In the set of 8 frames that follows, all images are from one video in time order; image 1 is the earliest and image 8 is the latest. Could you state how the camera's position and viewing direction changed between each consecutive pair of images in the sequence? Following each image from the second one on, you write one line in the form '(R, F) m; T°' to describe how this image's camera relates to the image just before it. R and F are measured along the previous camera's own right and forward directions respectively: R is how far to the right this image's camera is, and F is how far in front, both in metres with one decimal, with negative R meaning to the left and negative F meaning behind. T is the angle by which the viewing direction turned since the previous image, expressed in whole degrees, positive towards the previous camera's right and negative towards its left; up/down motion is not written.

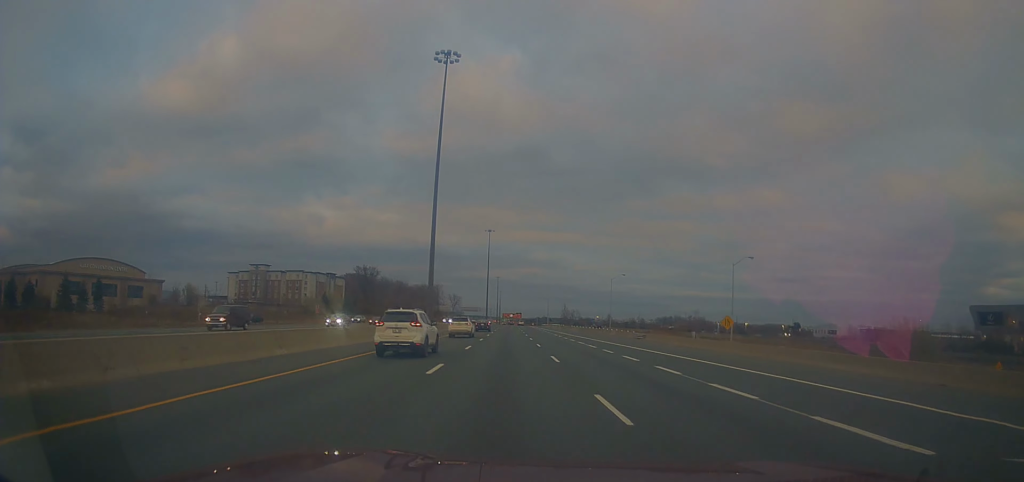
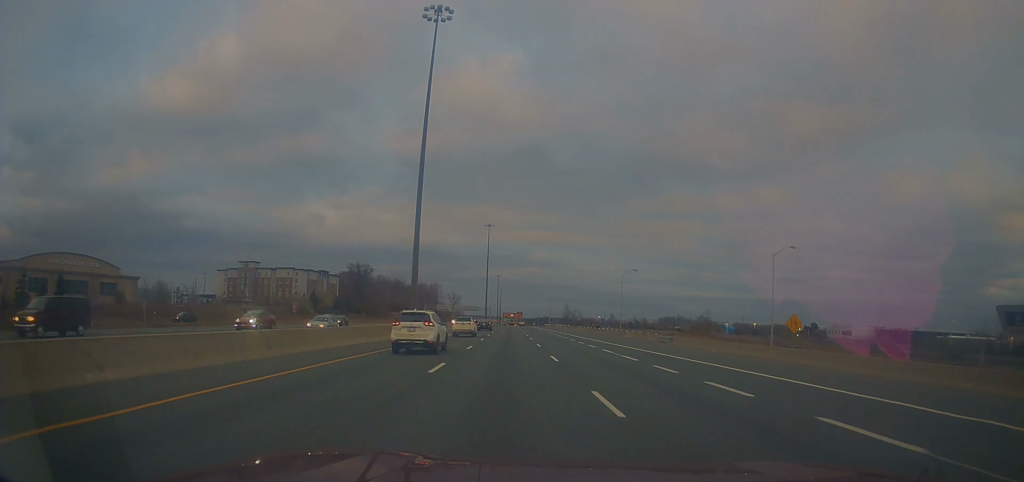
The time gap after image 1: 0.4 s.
(-0.1, +11.9) m; 0°
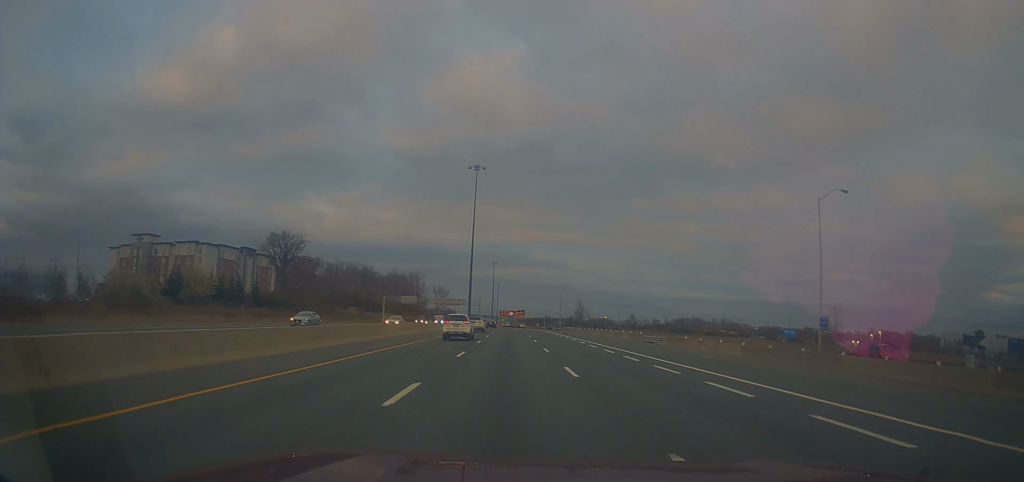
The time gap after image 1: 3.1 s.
(+1.2, +79.0) m; +1°
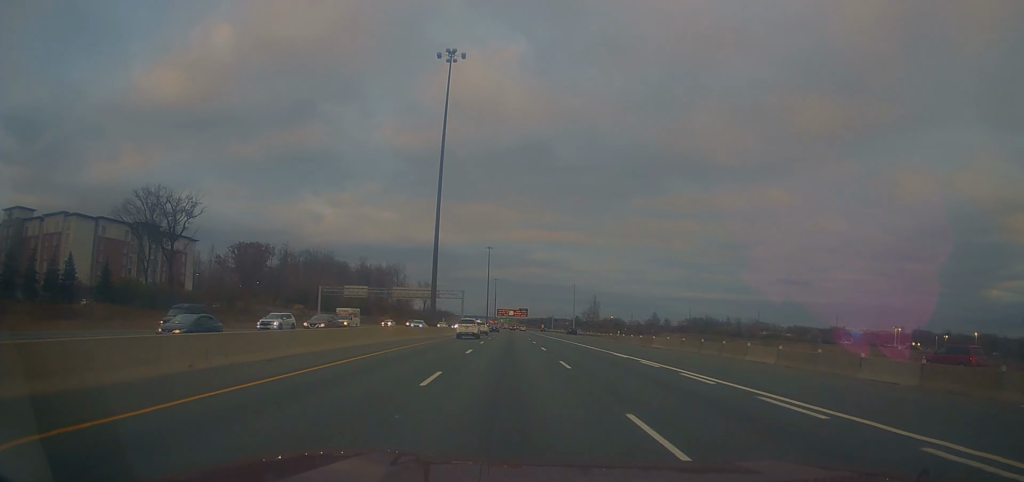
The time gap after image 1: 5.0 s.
(+0.2, +58.3) m; 0°
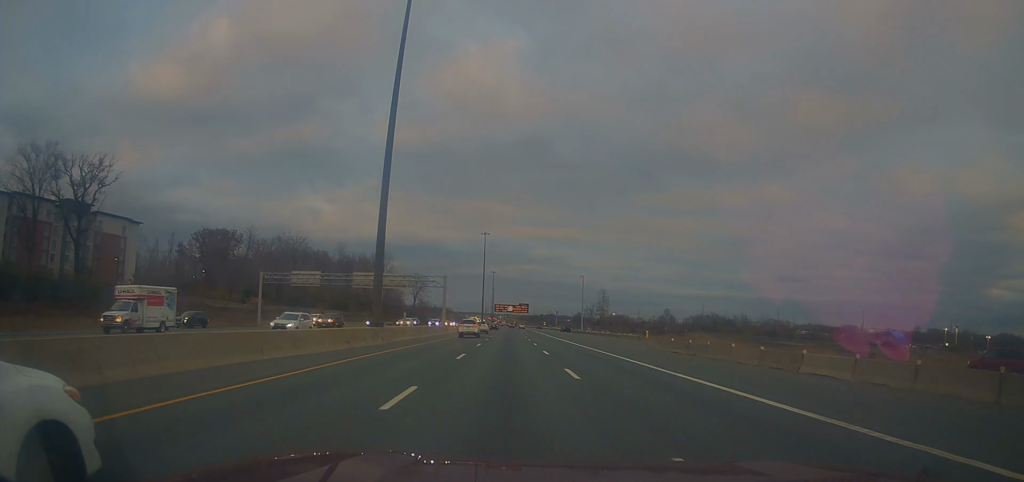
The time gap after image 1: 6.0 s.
(0.0, +27.7) m; -1°
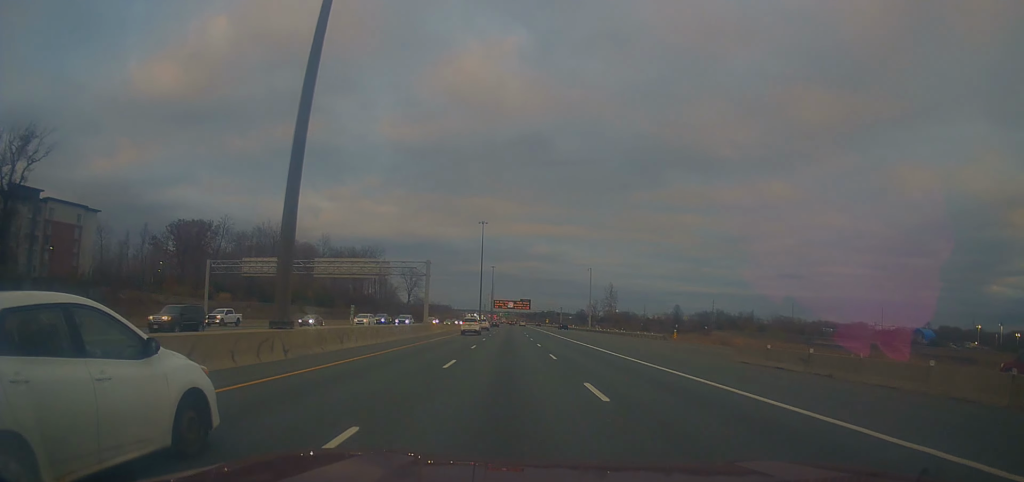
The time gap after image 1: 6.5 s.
(0.0, +16.8) m; 0°
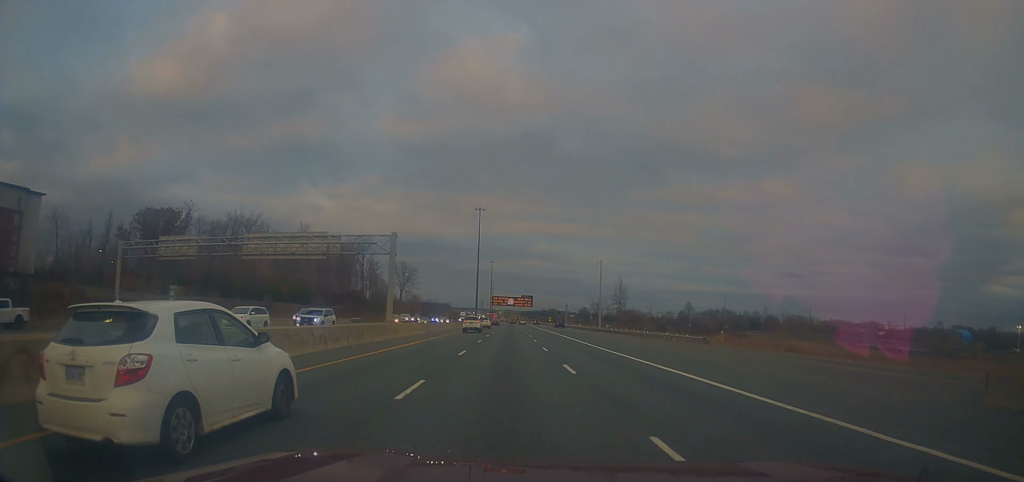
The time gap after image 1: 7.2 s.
(-0.5, +18.8) m; +1°
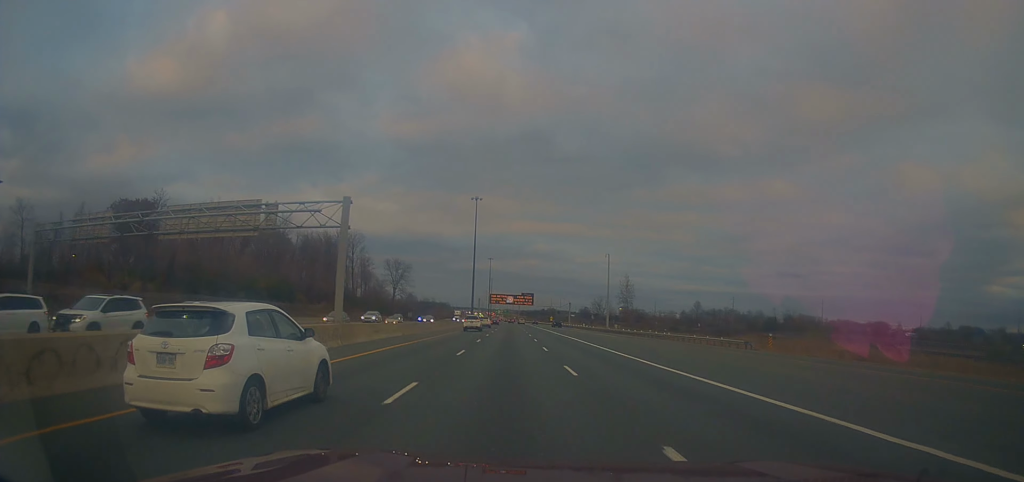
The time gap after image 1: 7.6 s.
(+0.2, +12.9) m; 0°
